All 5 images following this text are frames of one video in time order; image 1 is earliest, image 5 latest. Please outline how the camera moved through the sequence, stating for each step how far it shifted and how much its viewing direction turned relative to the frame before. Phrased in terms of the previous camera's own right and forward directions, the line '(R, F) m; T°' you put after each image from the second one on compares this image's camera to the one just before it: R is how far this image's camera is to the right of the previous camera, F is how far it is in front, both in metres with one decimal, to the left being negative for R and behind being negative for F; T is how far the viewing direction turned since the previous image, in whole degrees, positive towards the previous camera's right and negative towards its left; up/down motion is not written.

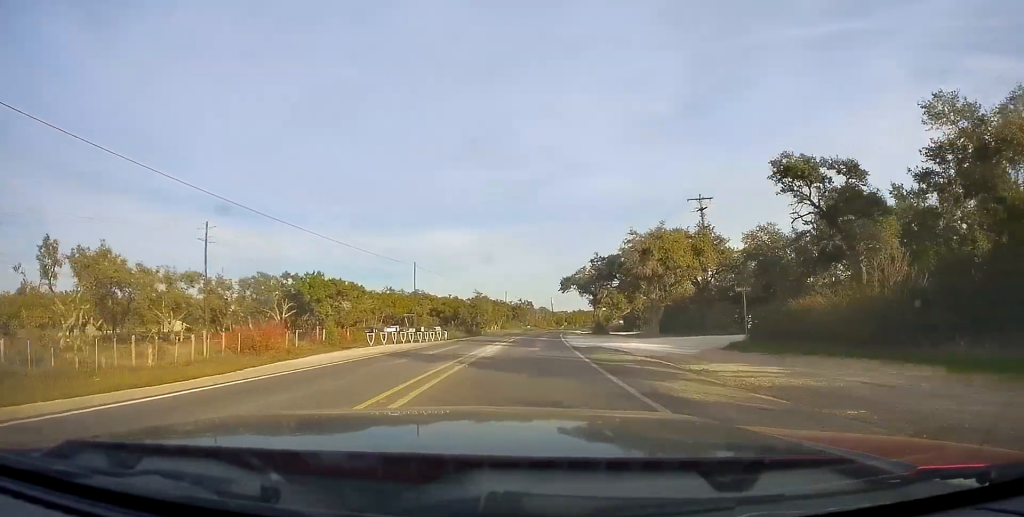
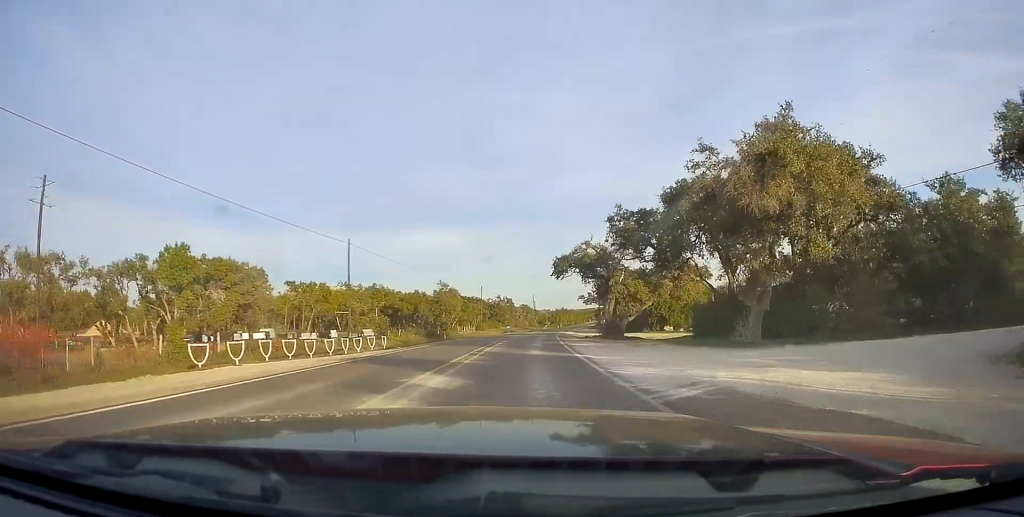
(+0.3, +21.3) m; +2°
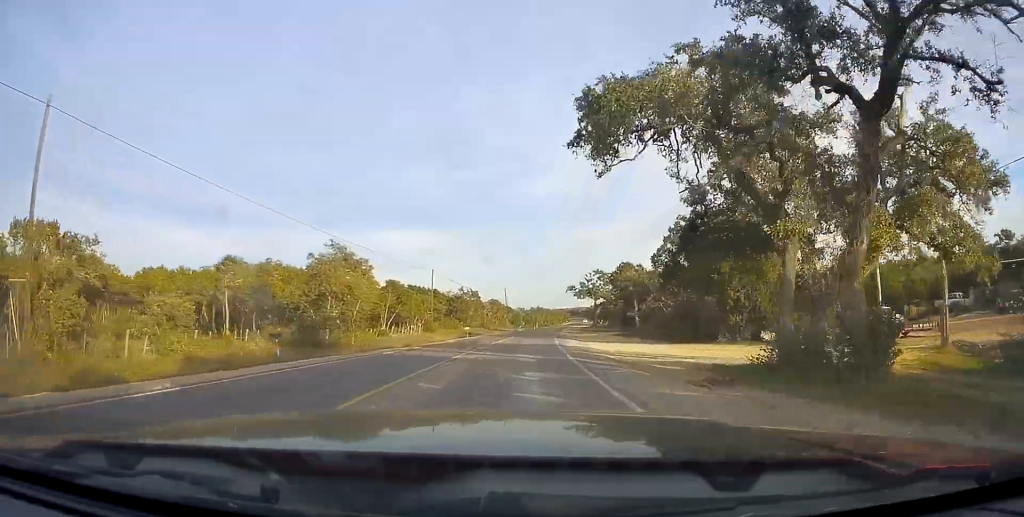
(+0.7, +36.3) m; +2°
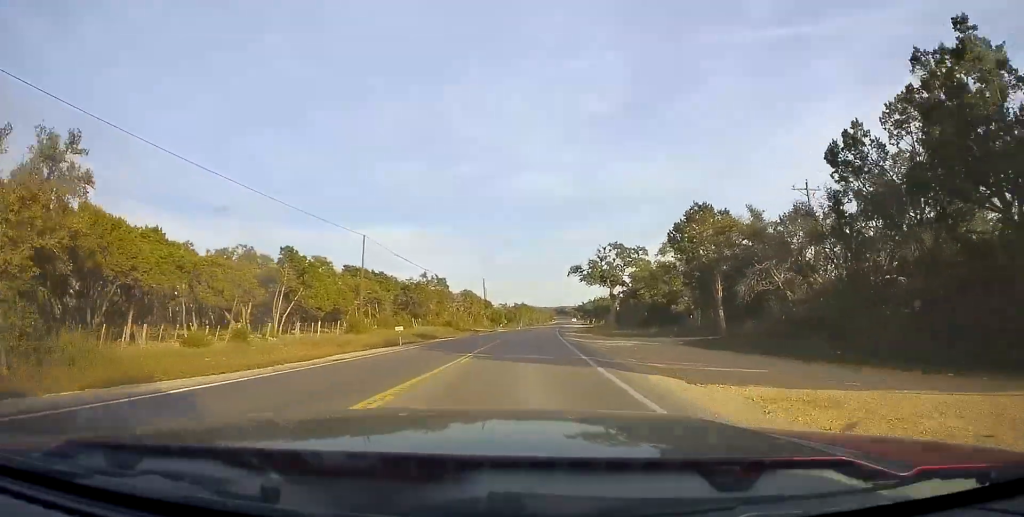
(+0.9, +31.9) m; +3°
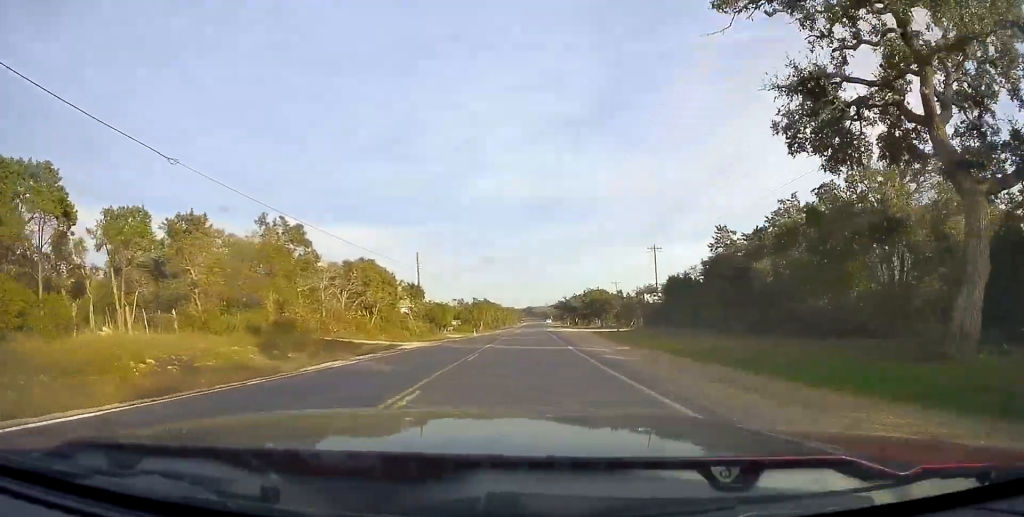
(+1.6, +56.7) m; +3°
